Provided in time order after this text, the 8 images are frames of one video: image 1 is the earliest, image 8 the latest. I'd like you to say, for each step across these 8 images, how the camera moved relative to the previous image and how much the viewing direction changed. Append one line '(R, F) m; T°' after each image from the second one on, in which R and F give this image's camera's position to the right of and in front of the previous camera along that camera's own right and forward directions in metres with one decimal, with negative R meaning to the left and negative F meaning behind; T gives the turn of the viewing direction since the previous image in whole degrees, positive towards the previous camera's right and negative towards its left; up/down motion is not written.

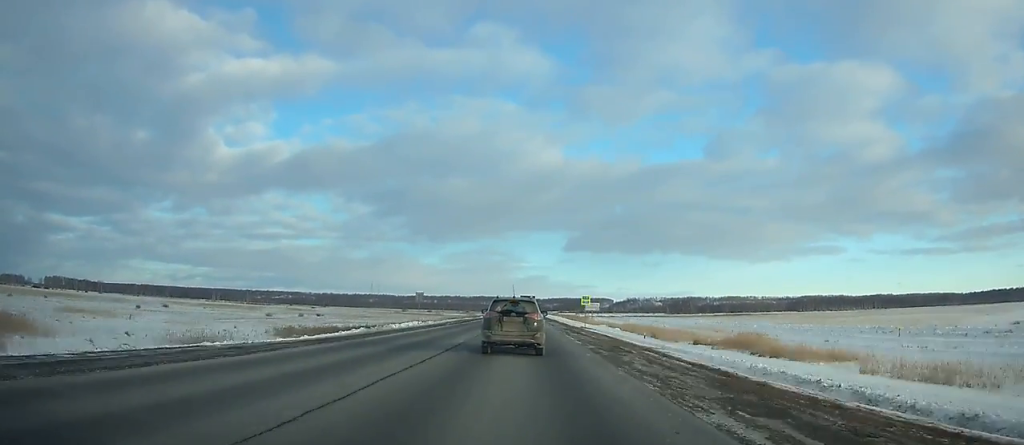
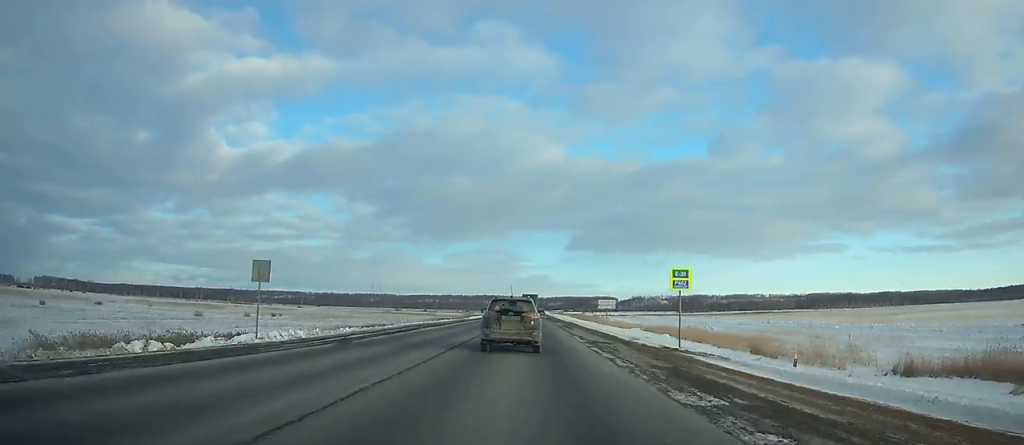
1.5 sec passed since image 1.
(-0.1, +38.0) m; 0°
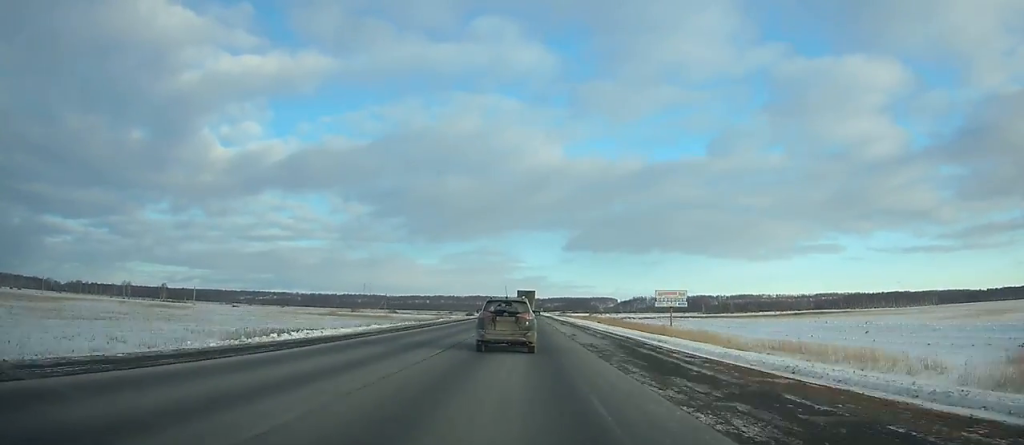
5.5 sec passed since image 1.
(0.0, +99.4) m; 0°
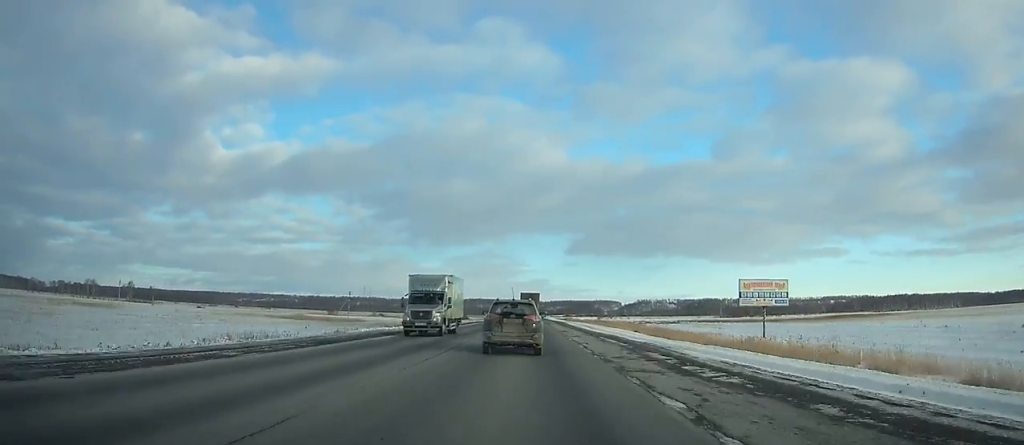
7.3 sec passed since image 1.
(+0.1, +43.4) m; 0°
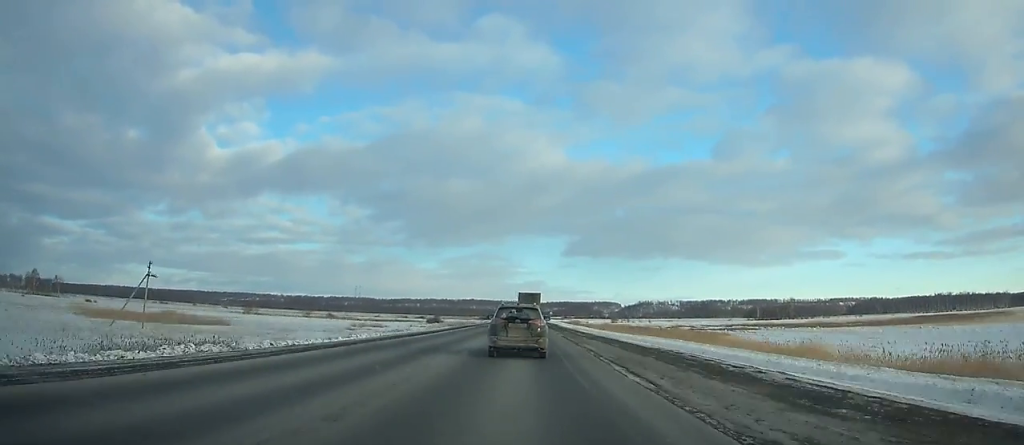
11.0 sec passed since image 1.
(+0.2, +88.1) m; 0°
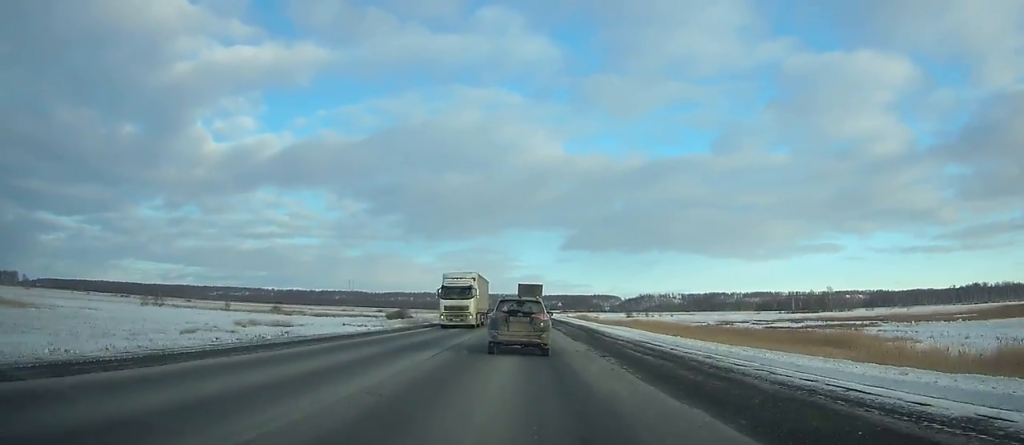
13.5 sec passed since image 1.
(+0.2, +58.1) m; 0°
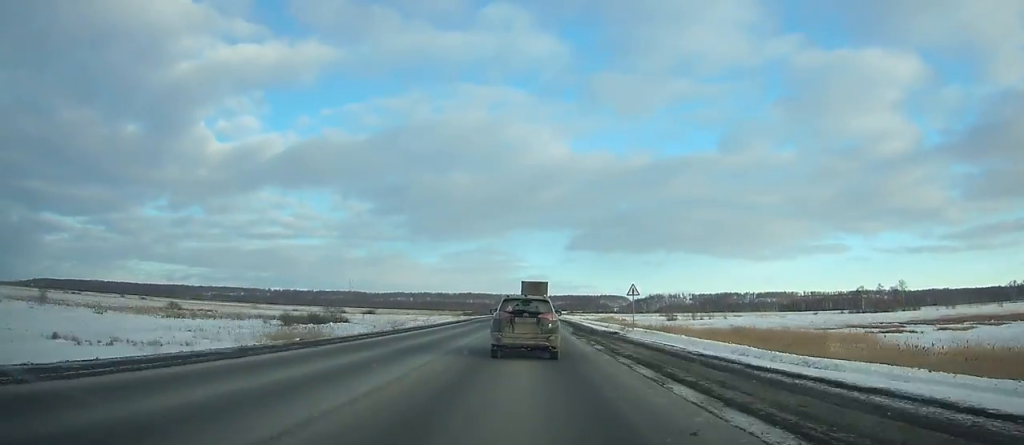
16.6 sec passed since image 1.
(+0.1, +70.8) m; 0°
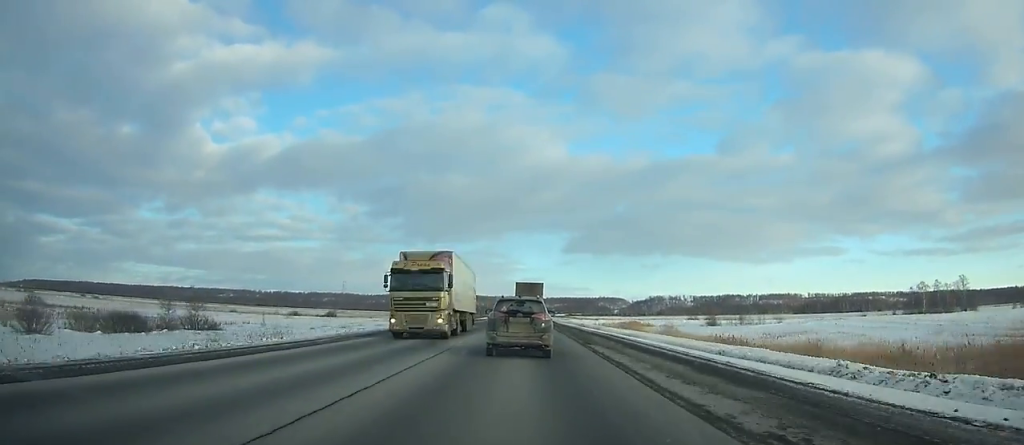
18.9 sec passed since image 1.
(-0.1, +51.8) m; 0°
